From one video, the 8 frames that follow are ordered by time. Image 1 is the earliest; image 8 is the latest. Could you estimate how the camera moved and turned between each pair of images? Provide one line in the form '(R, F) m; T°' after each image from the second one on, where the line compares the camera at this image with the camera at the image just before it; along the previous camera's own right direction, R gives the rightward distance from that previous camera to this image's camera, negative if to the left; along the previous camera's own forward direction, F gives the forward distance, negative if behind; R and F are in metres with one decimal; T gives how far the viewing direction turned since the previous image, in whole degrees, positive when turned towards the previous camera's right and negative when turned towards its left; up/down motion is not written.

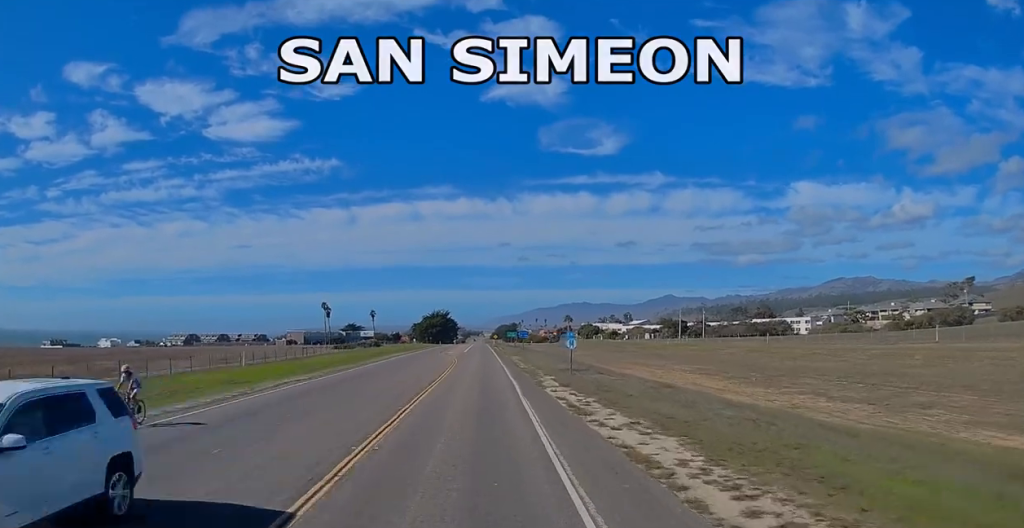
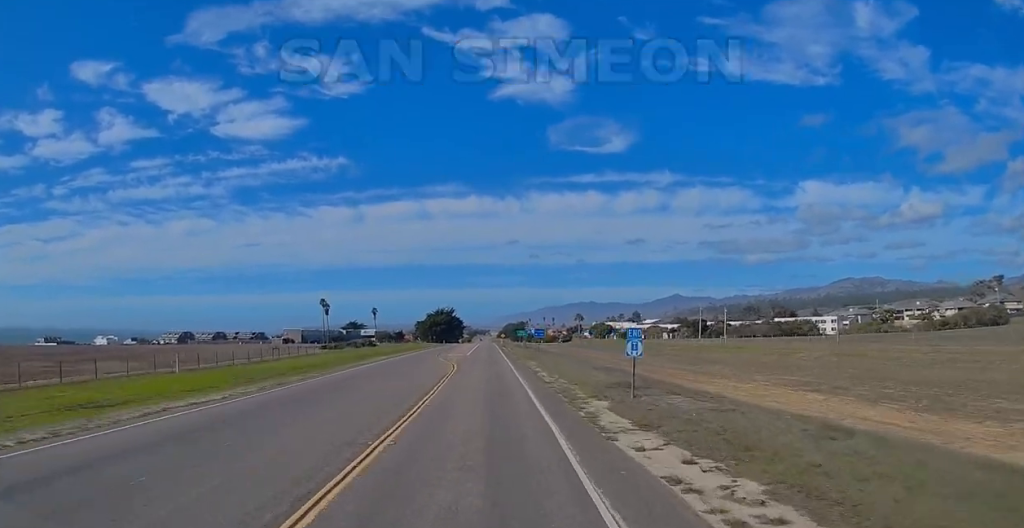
(+0.1, +14.2) m; 0°
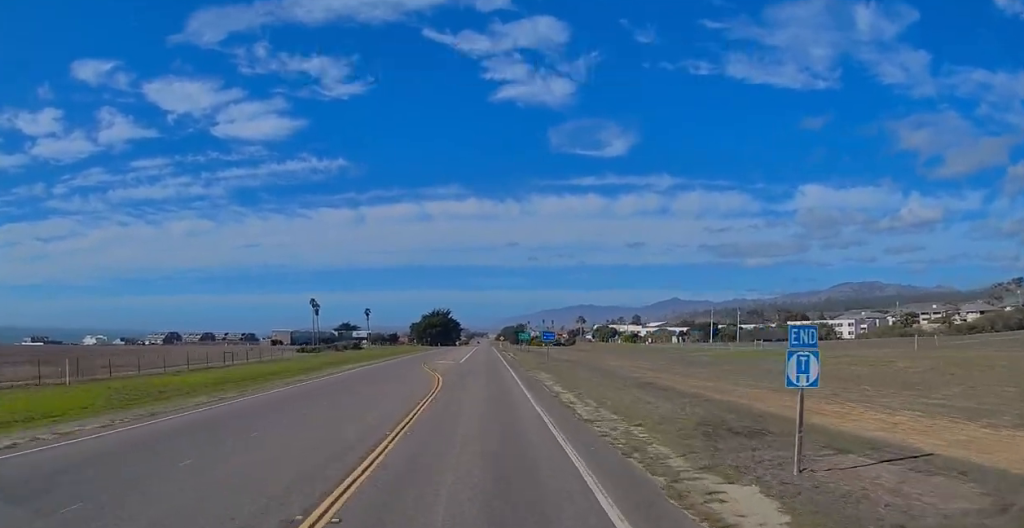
(0.0, +13.2) m; 0°
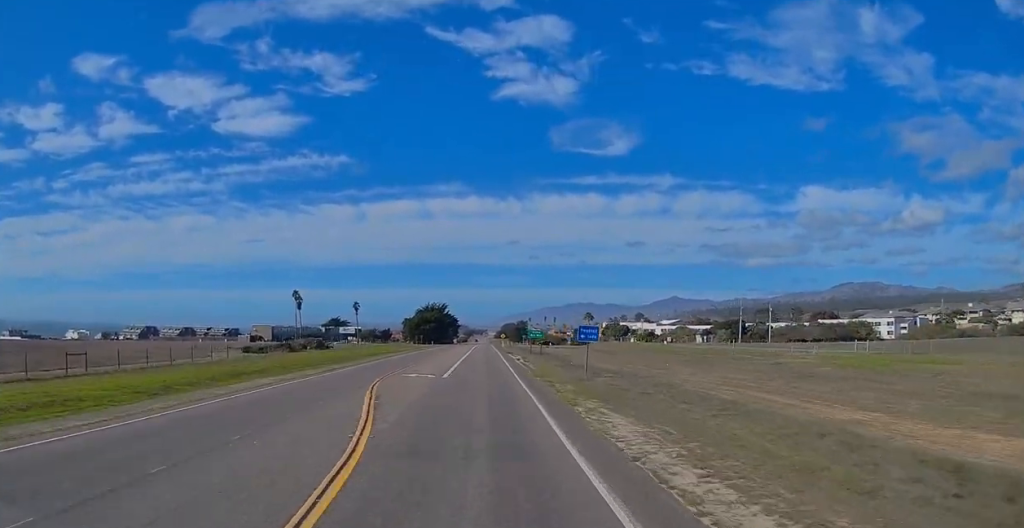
(0.0, +23.1) m; 0°
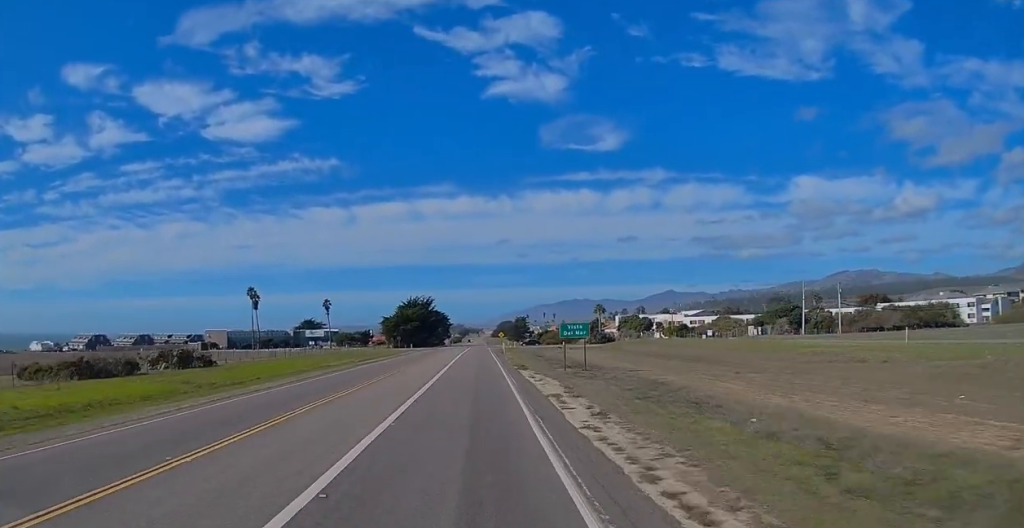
(+0.1, +37.3) m; 0°
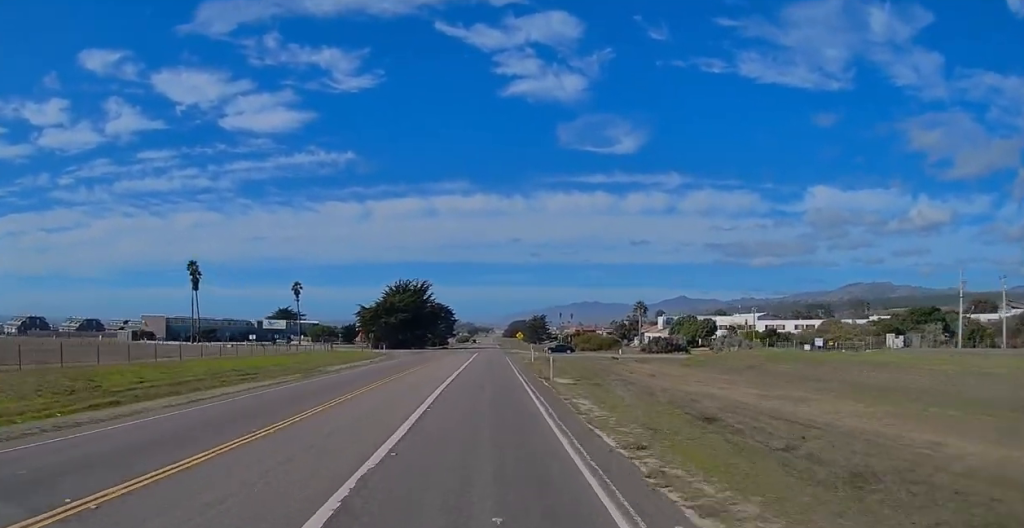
(0.0, +46.7) m; -1°
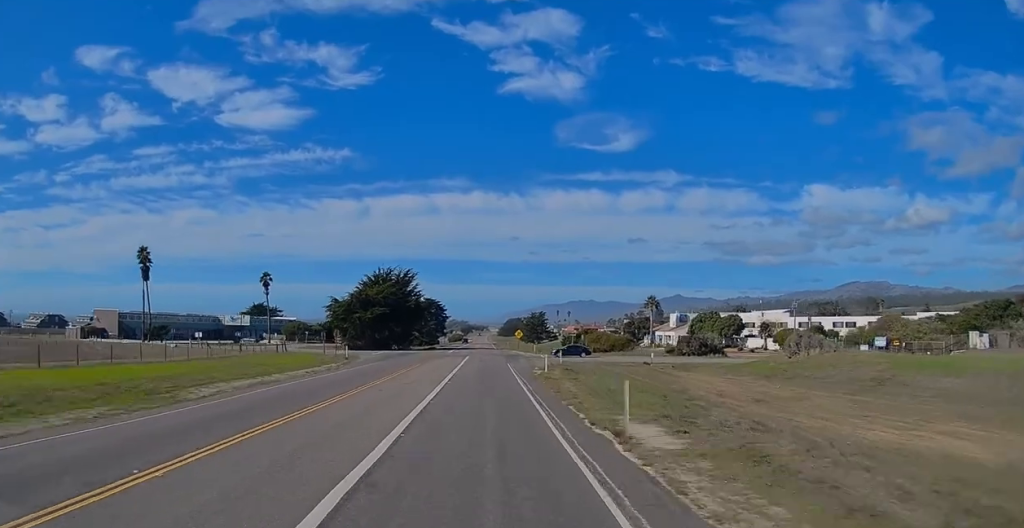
(-0.2, +21.3) m; -1°
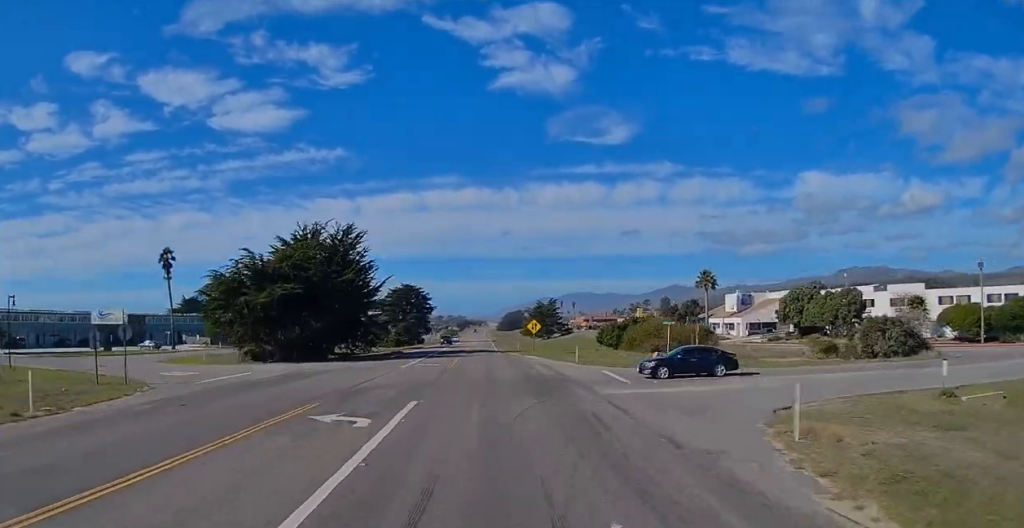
(-0.1, +47.2) m; +1°
